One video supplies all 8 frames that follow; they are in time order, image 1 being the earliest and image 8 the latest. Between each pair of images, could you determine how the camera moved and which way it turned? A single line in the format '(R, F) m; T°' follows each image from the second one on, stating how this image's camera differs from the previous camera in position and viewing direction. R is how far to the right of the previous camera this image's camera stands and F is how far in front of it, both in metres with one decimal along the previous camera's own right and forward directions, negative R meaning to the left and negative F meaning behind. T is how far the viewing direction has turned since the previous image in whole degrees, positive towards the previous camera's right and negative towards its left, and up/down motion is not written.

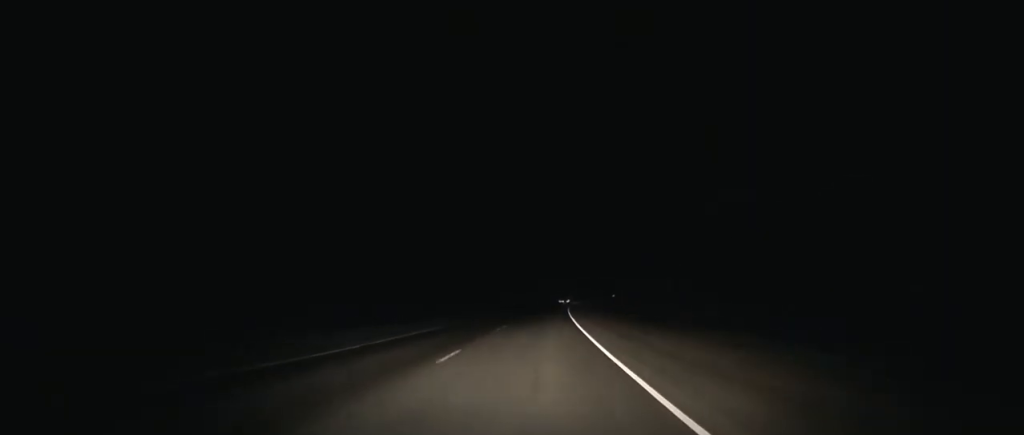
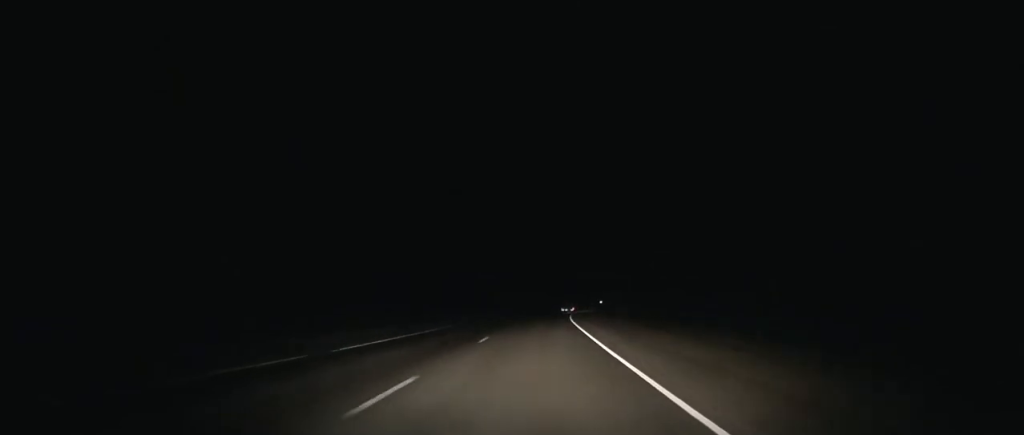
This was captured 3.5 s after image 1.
(+3.2, +102.1) m; +4°
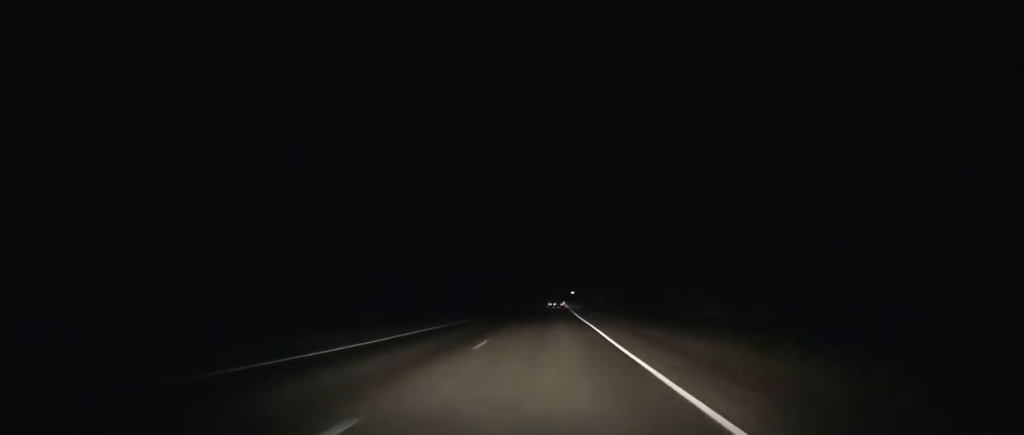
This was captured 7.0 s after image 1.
(+4.0, +99.6) m; +4°
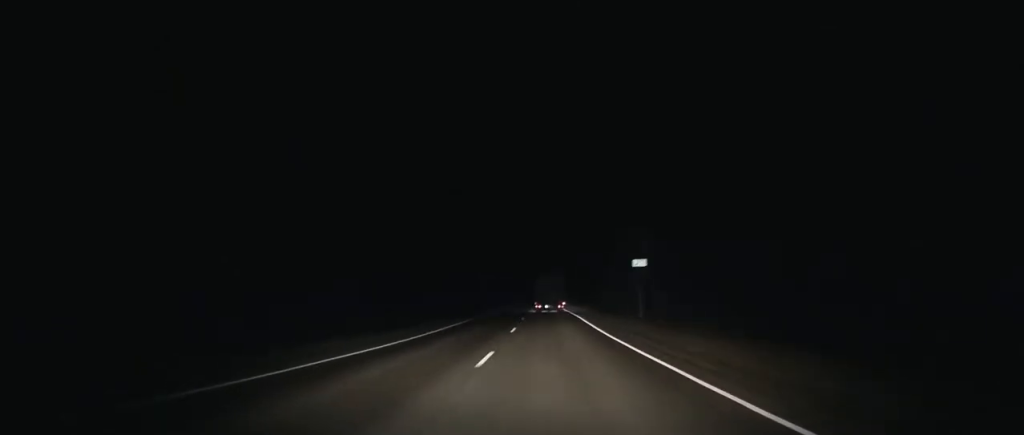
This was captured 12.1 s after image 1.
(+2.4, +139.0) m; 0°
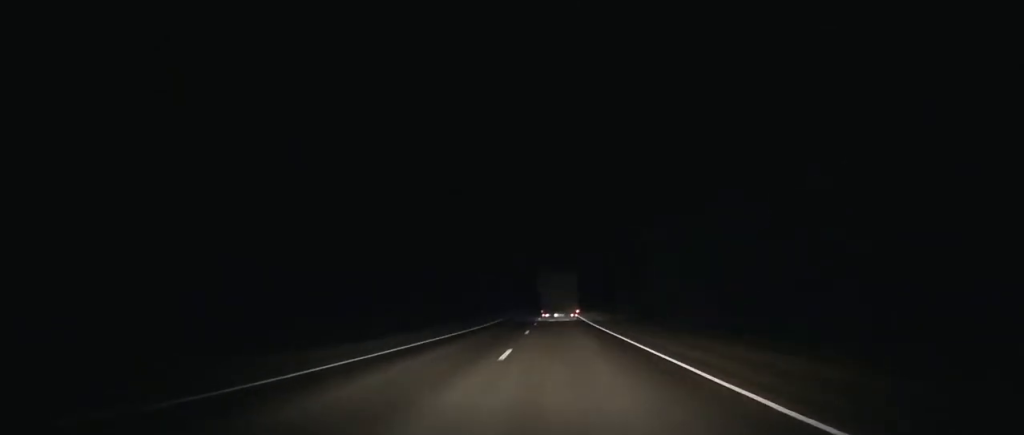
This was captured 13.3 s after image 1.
(+0.2, +32.4) m; 0°
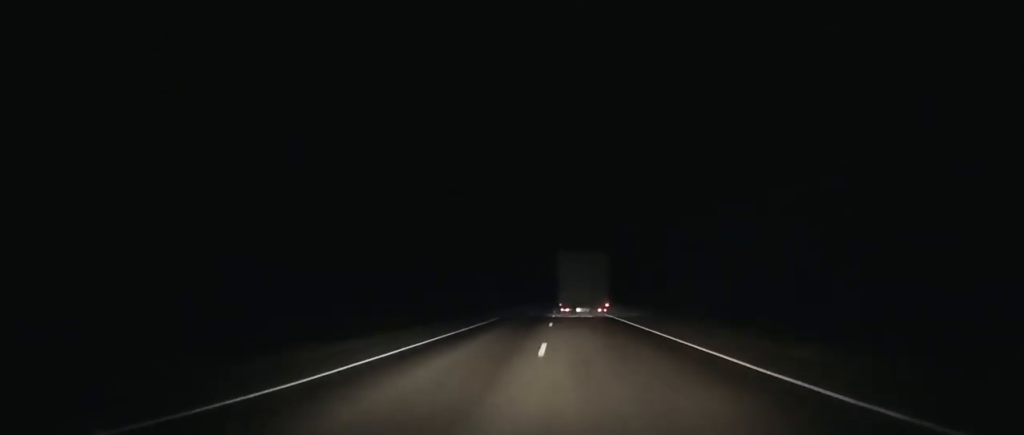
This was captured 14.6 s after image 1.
(-0.5, +36.4) m; 0°
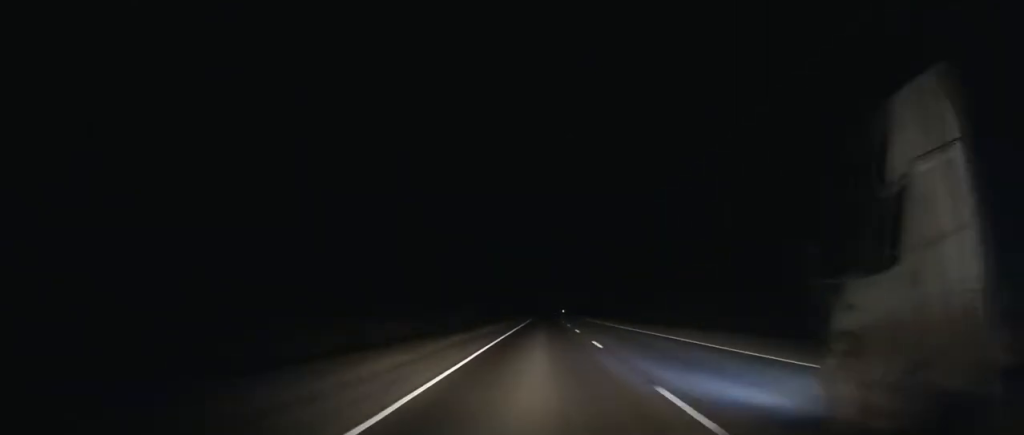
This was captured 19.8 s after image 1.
(+0.2, +143.9) m; +1°
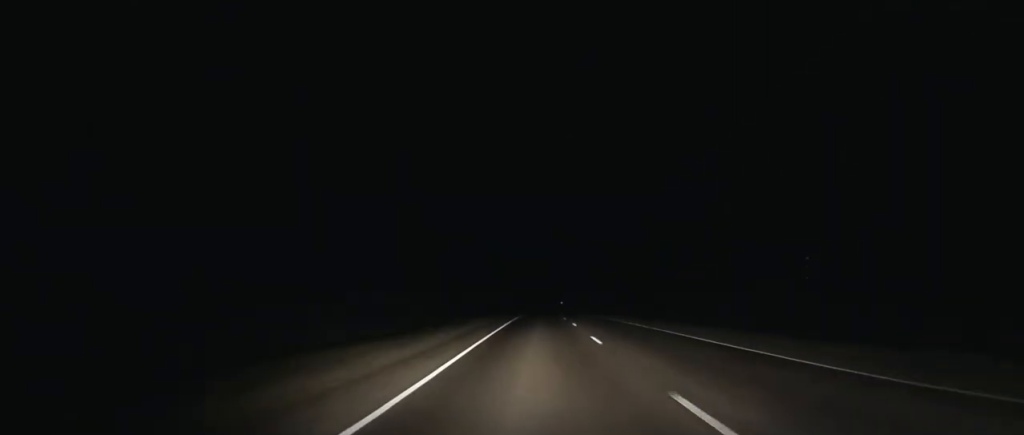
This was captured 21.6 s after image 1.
(+0.1, +48.4) m; 0°
